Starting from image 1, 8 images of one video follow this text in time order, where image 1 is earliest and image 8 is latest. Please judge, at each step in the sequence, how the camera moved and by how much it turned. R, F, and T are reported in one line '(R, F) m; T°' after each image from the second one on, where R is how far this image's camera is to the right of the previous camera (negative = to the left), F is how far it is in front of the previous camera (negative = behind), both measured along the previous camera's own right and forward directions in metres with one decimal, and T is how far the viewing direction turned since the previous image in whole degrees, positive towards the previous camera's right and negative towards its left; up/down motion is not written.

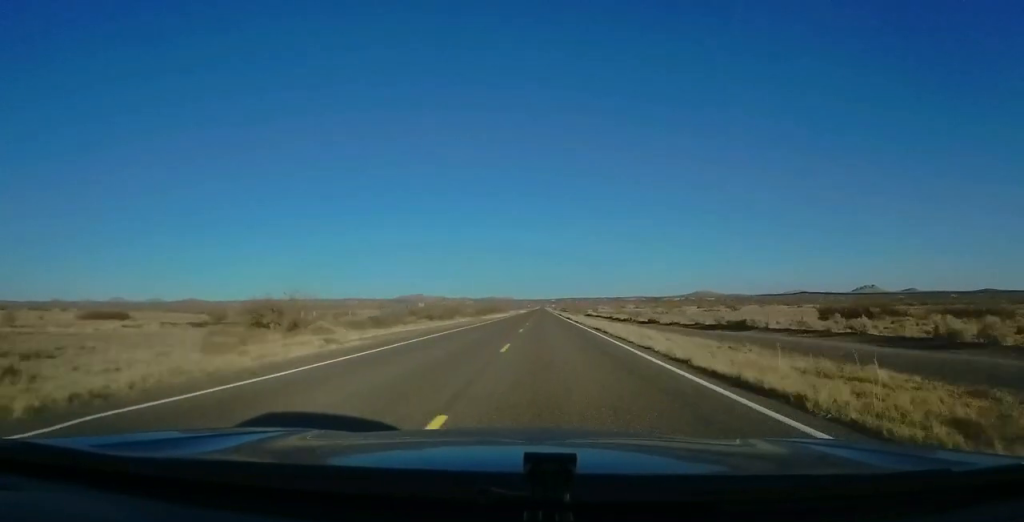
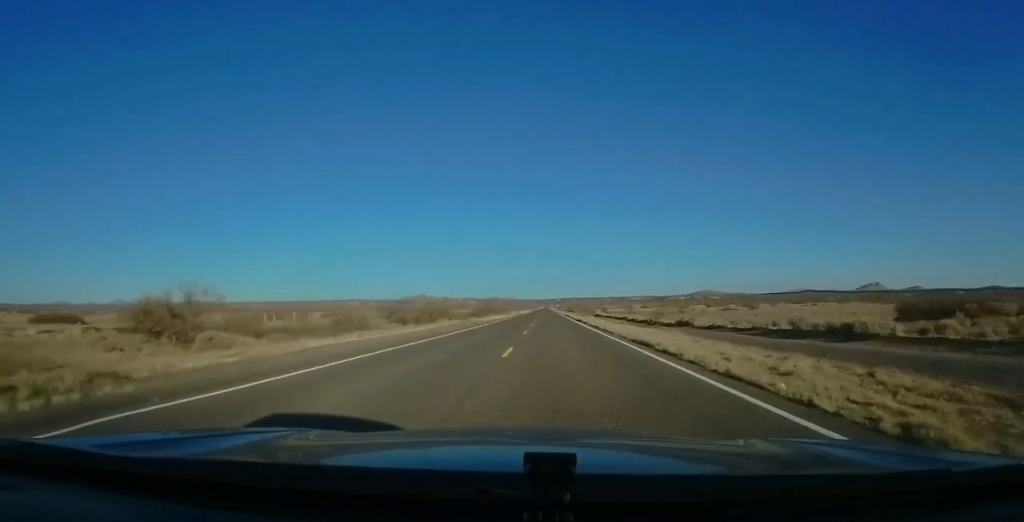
(0.0, +13.8) m; 0°
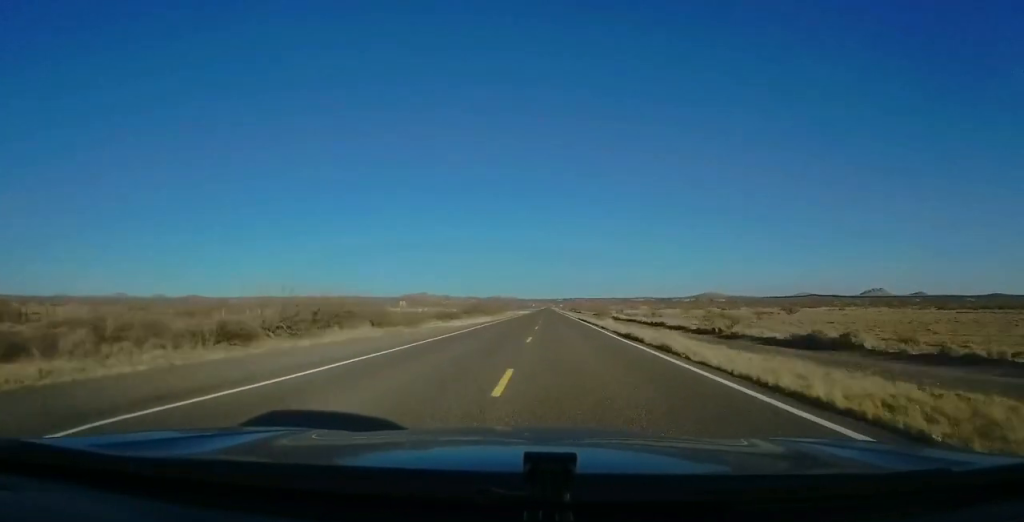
(+0.1, +30.4) m; 0°
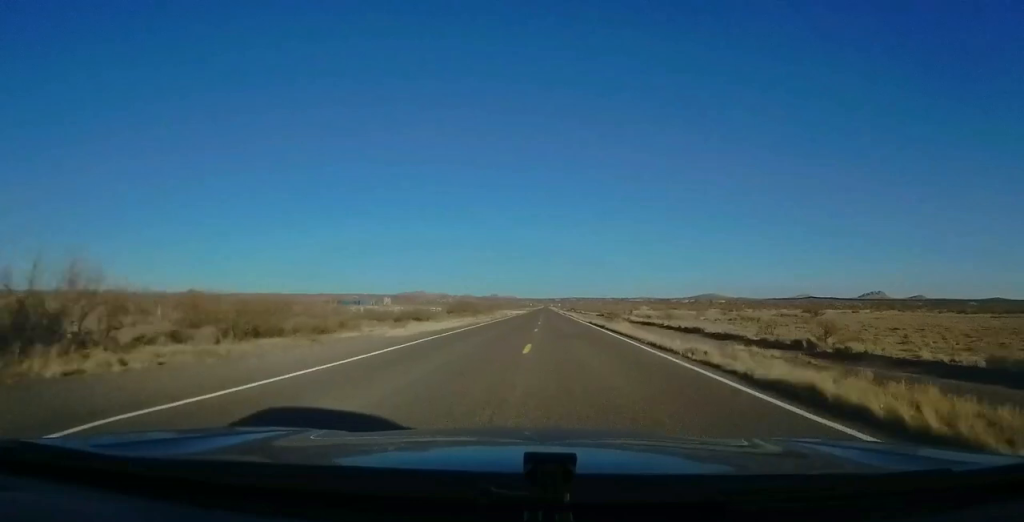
(0.0, +17.6) m; 0°
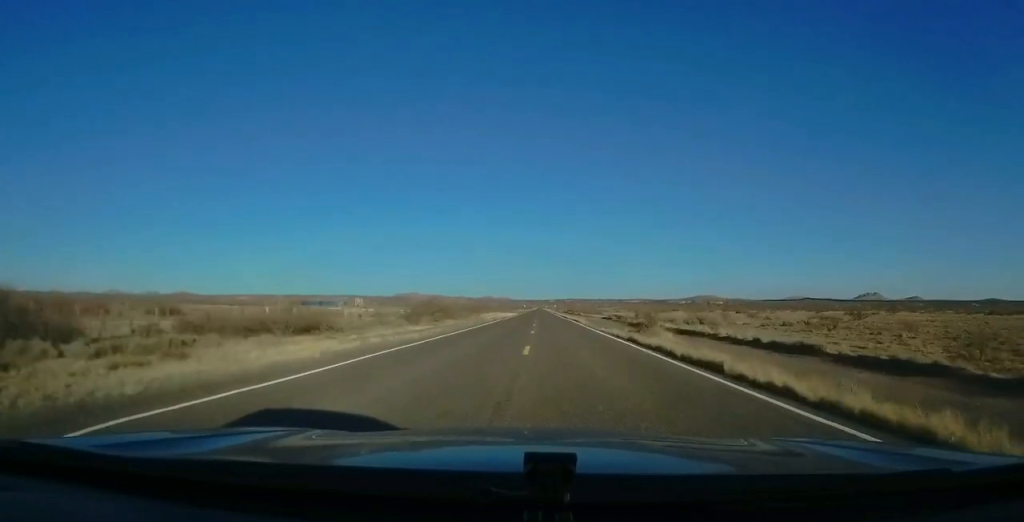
(0.0, +24.5) m; +1°
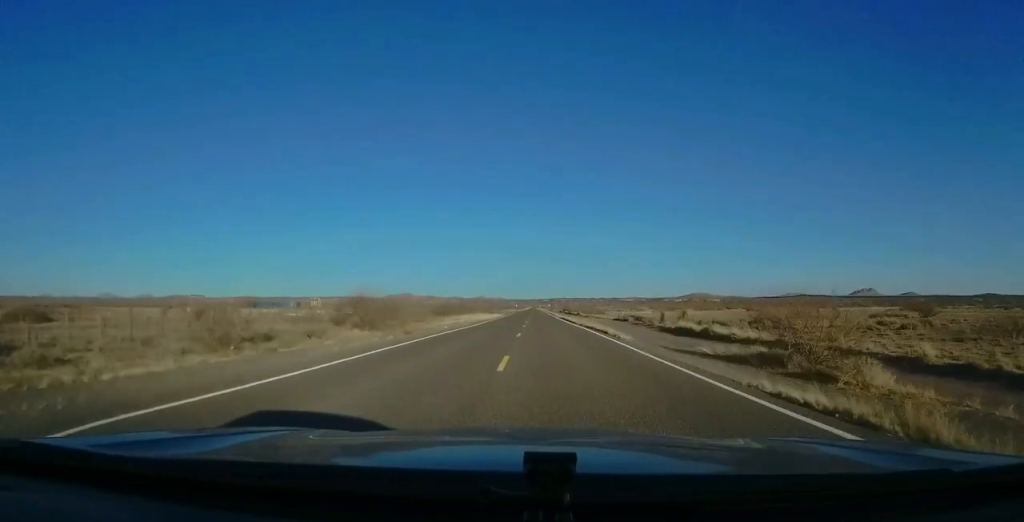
(+0.5, +28.3) m; +1°
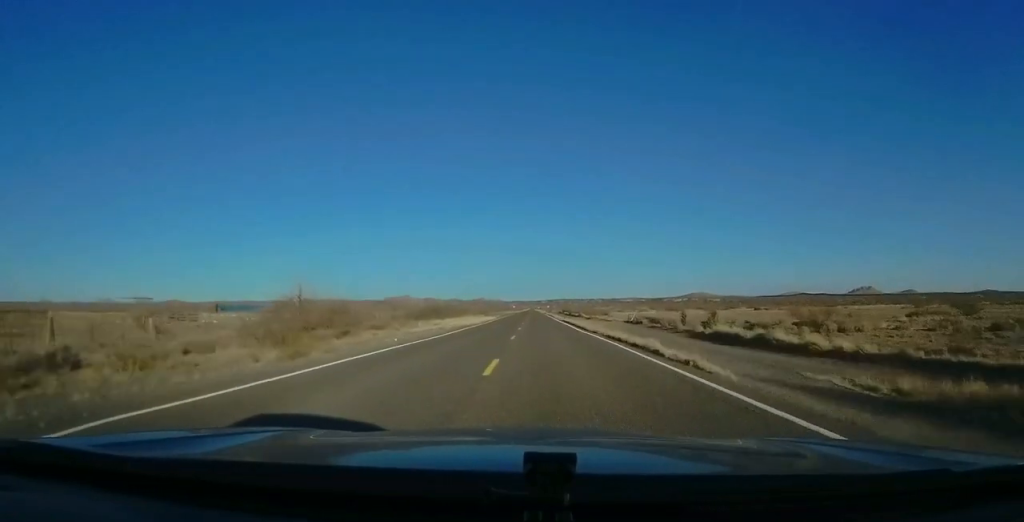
(0.0, +12.6) m; -1°
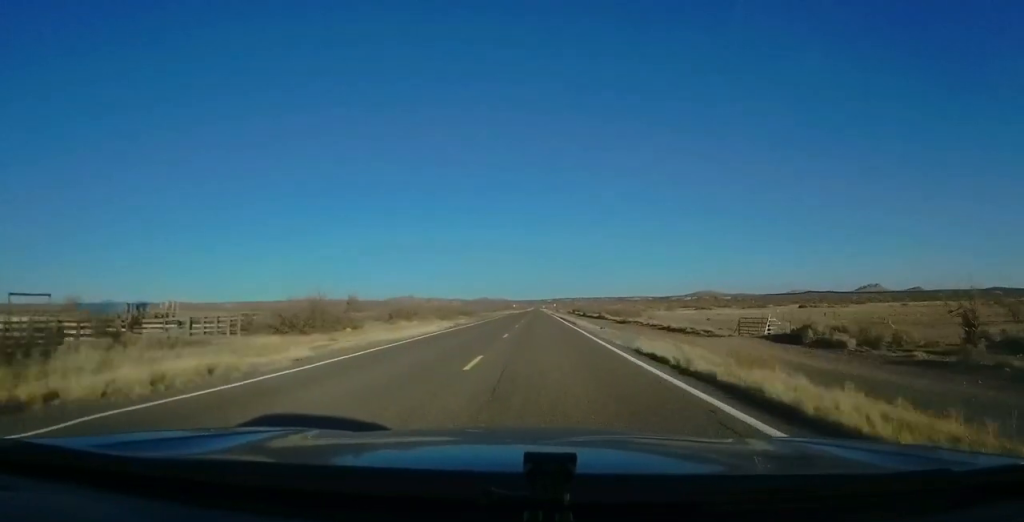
(-0.7, +47.7) m; -1°
